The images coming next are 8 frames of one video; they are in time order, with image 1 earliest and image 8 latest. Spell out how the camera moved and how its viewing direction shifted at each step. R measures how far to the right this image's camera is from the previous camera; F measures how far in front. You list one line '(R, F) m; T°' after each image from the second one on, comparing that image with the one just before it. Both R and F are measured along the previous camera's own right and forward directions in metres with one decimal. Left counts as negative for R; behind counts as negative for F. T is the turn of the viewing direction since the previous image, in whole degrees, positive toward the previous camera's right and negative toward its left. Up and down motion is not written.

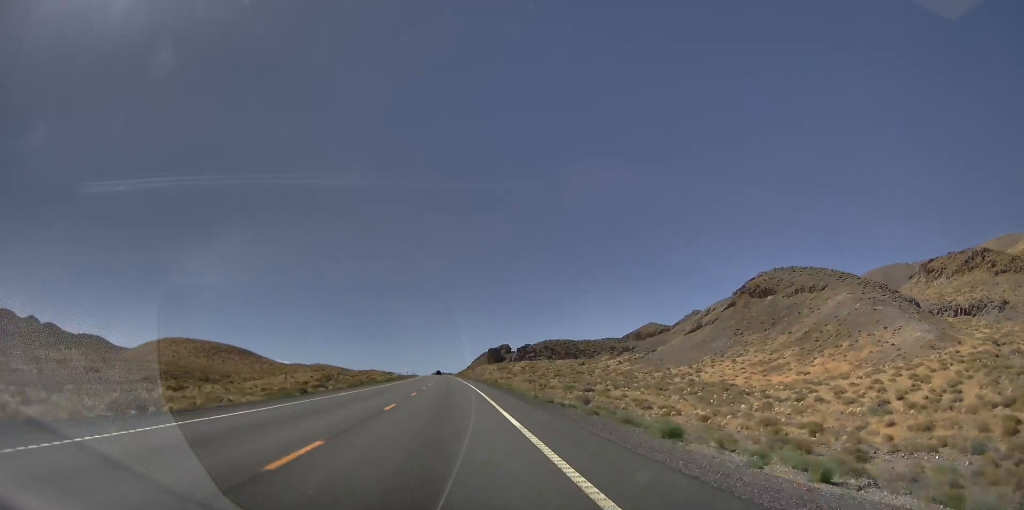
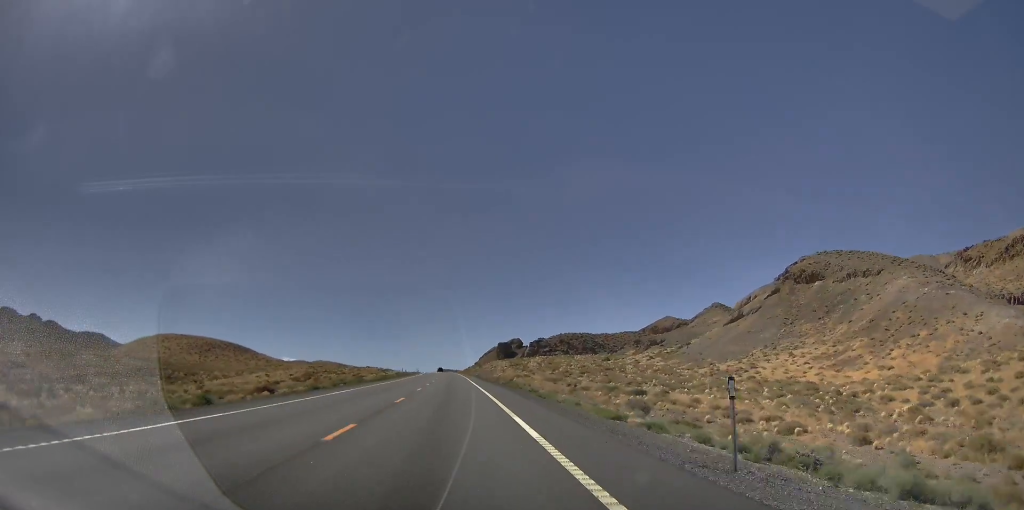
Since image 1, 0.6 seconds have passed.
(-0.1, +21.2) m; -1°
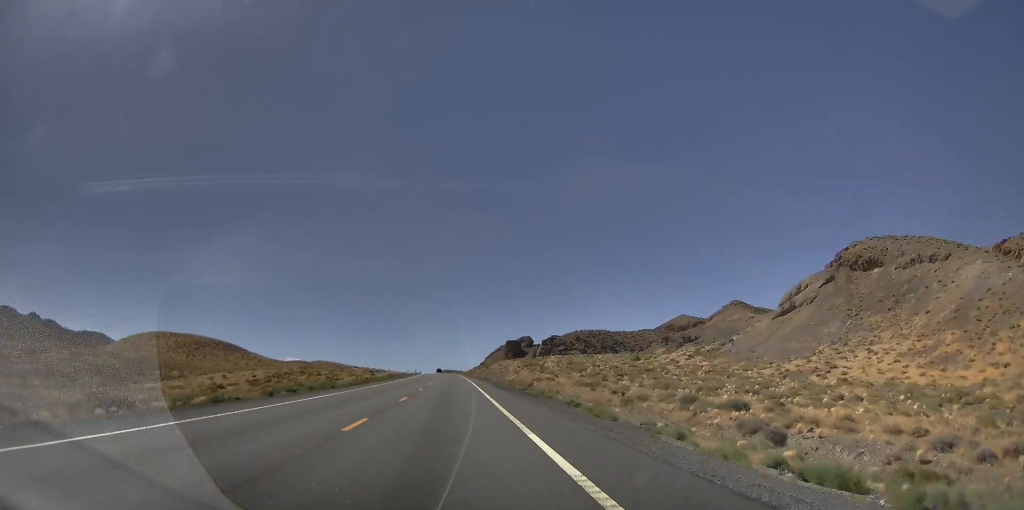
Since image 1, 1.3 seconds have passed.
(-0.6, +22.5) m; -1°
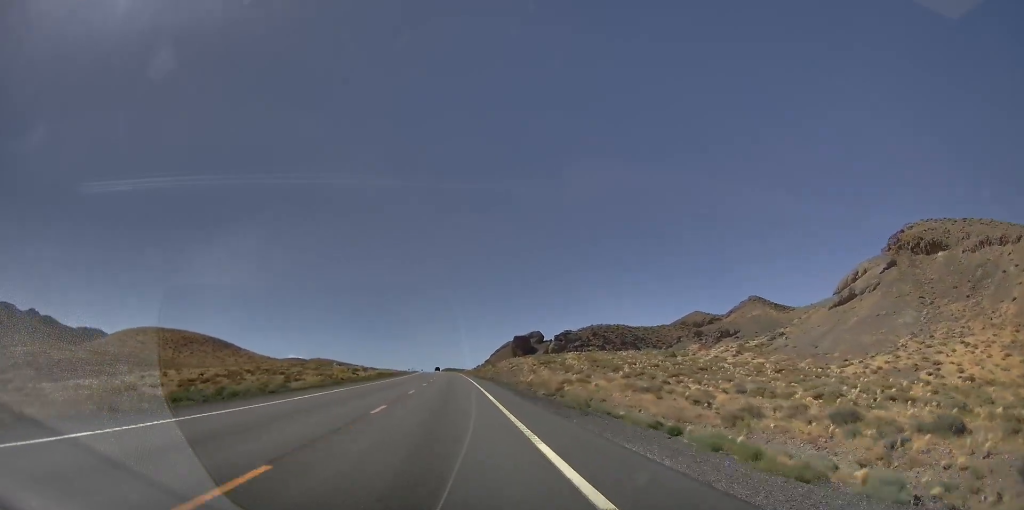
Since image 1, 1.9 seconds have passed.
(+0.2, +20.4) m; +1°
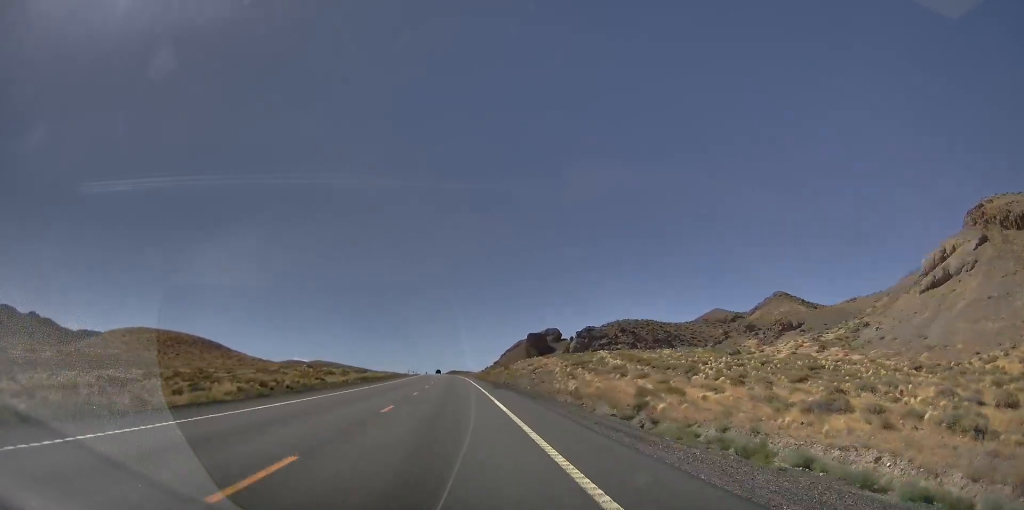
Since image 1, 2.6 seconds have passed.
(+0.2, +23.9) m; +1°
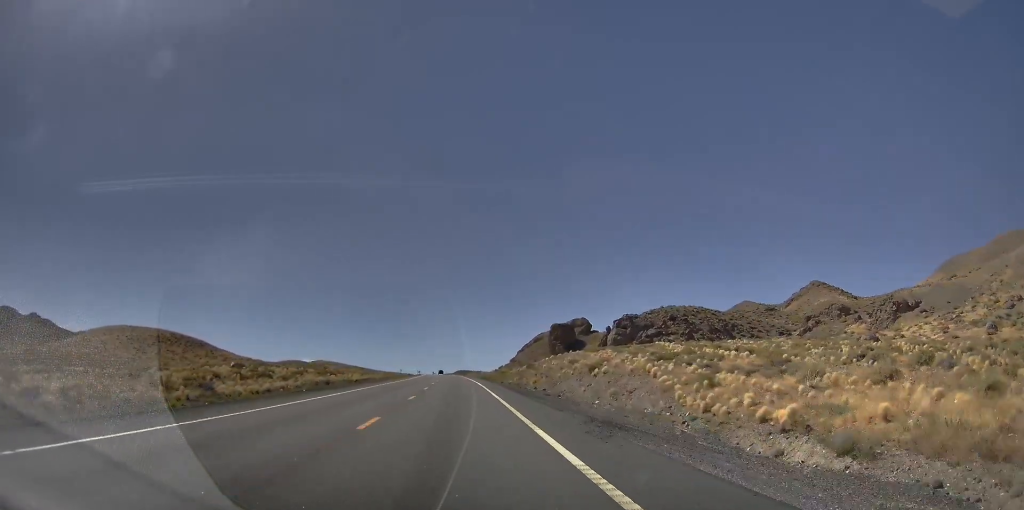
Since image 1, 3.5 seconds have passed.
(+0.4, +29.7) m; +1°
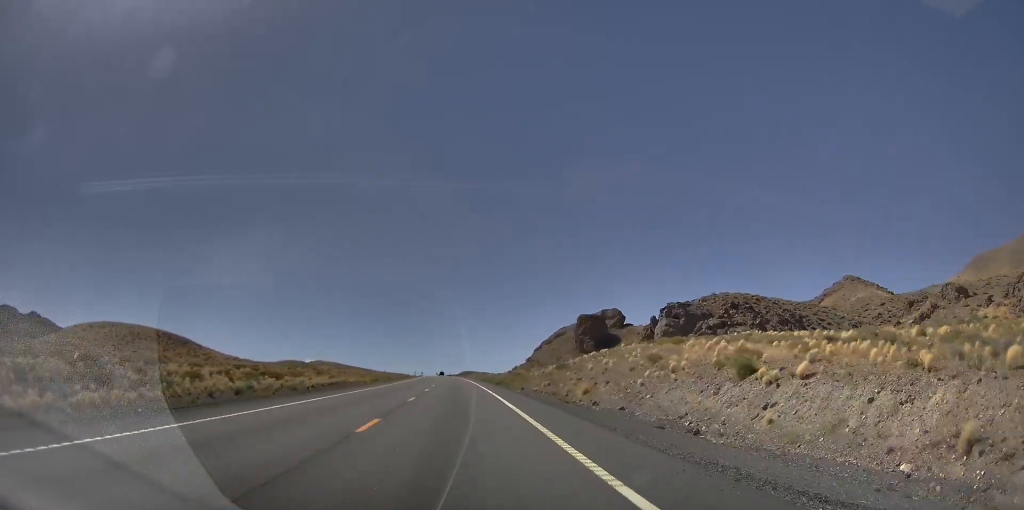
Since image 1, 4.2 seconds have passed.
(+0.4, +25.2) m; +1°
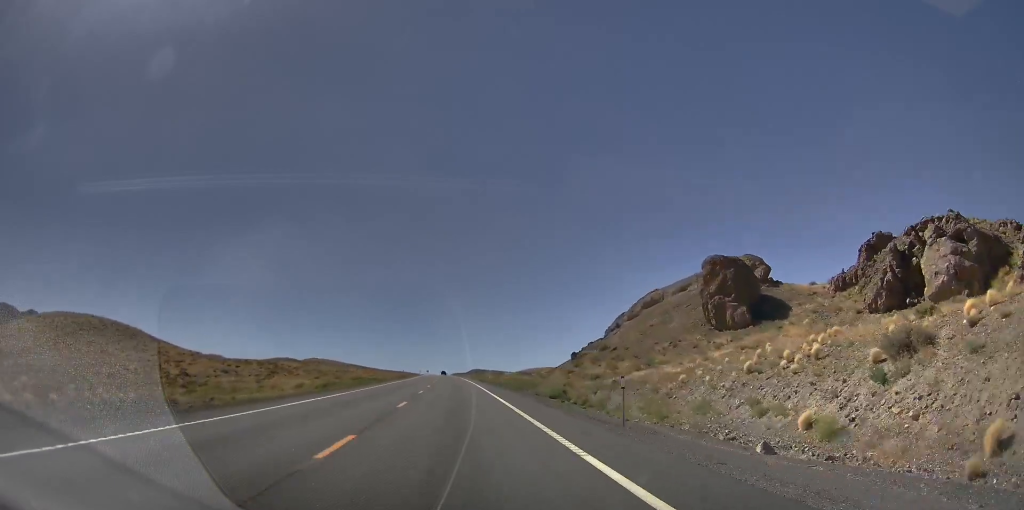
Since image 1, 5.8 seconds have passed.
(-0.2, +53.5) m; 0°
